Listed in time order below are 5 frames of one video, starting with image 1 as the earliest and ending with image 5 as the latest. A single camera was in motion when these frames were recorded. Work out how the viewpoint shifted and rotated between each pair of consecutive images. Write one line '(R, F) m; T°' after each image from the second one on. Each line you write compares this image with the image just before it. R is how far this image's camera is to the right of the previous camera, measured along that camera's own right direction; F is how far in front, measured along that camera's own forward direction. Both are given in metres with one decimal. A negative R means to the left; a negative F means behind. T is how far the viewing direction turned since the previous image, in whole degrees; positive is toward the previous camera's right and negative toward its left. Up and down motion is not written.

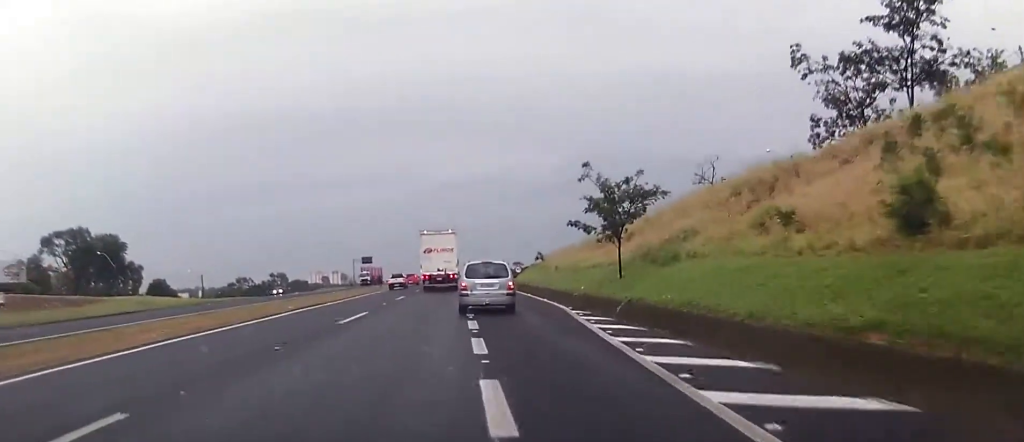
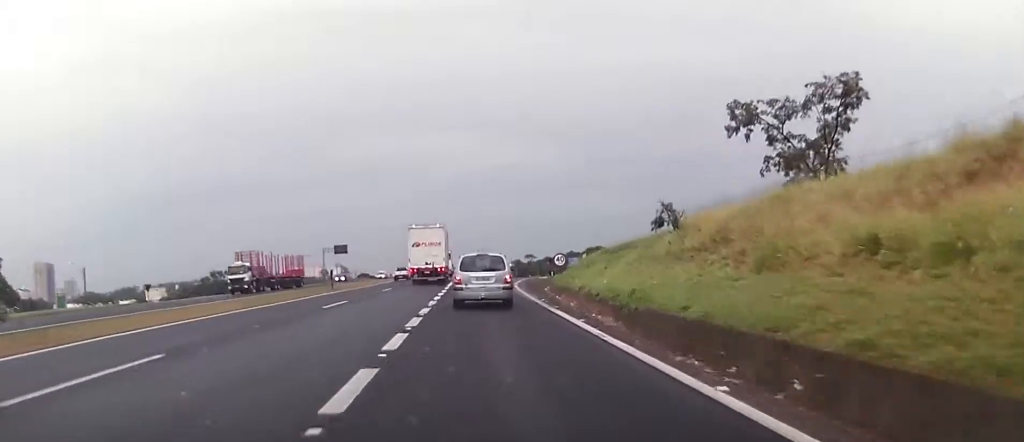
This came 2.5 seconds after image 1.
(+0.5, +45.2) m; +1°
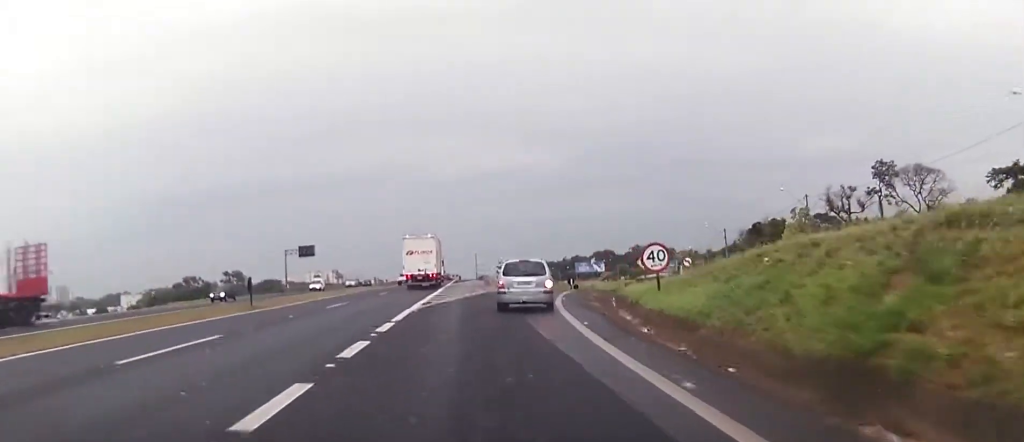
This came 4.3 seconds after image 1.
(+0.2, +31.2) m; -1°
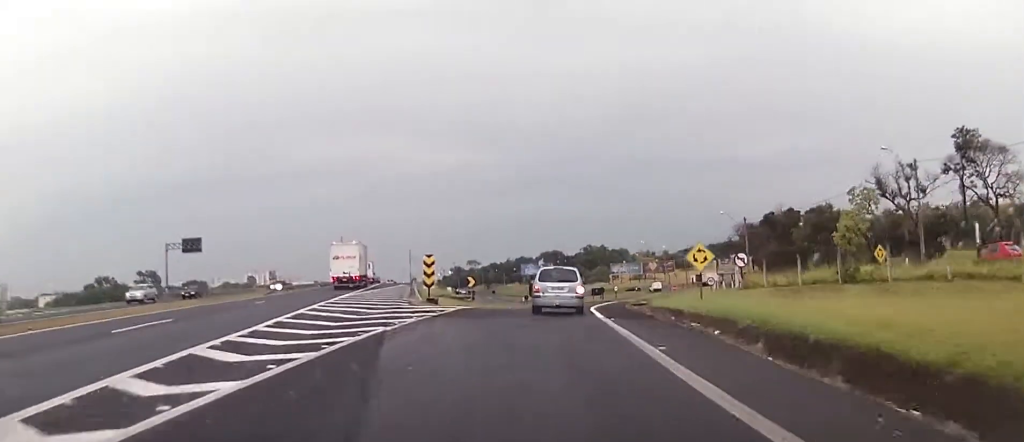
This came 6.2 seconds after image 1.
(+0.4, +31.5) m; +4°
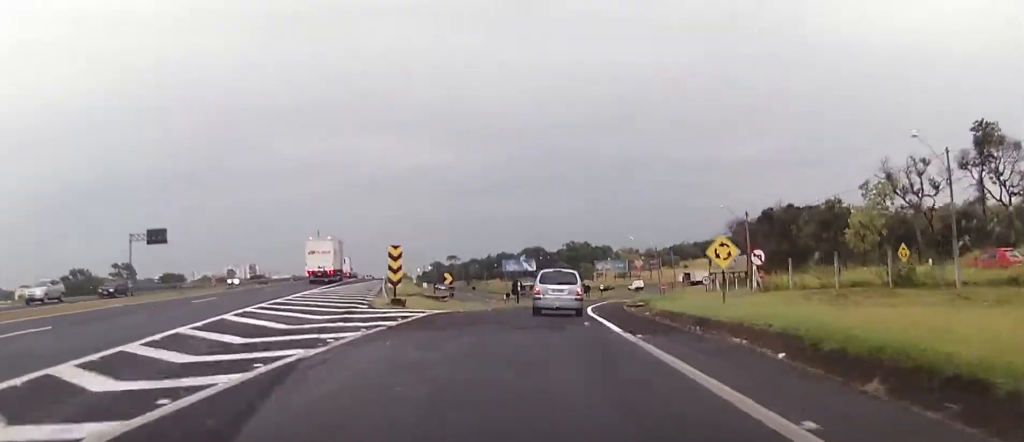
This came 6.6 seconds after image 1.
(+0.1, +6.9) m; +1°
